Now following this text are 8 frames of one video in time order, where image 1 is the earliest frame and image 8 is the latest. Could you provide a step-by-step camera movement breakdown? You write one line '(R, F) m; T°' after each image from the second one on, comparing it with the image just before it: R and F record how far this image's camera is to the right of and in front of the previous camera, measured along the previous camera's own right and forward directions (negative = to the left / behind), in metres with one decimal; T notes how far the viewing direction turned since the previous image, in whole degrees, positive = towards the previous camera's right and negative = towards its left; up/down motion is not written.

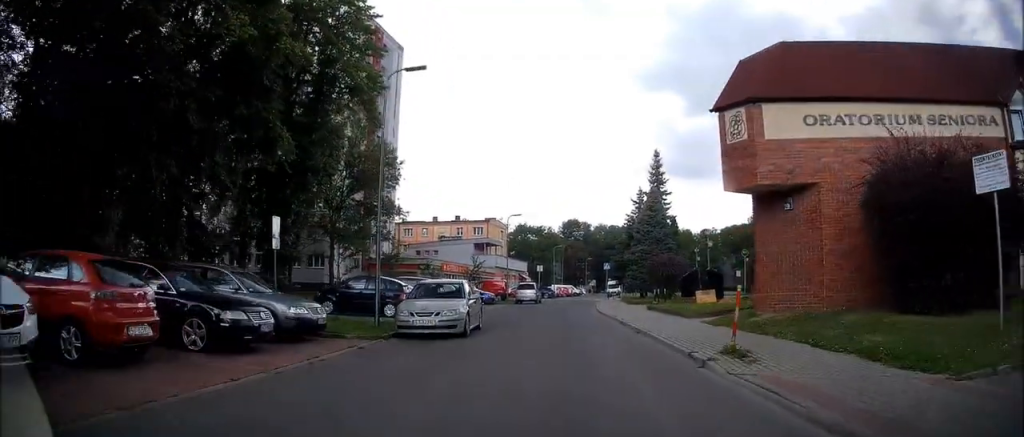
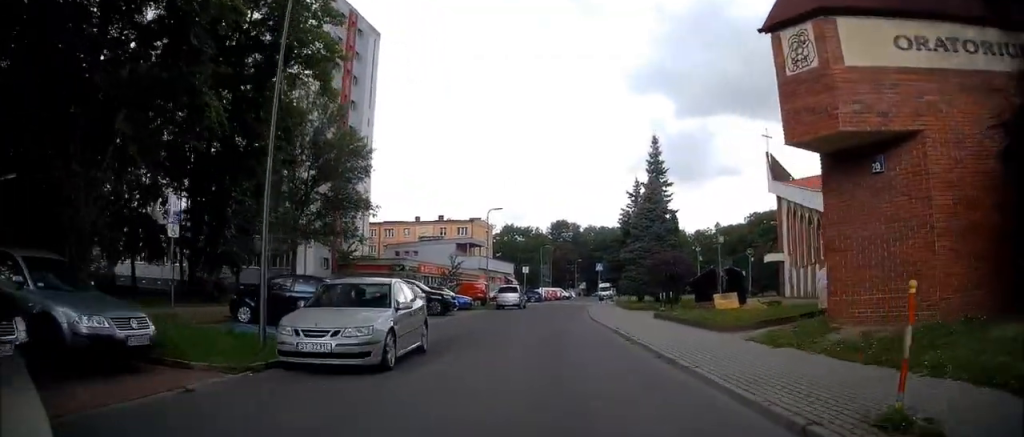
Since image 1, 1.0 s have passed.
(+0.2, +6.7) m; +1°
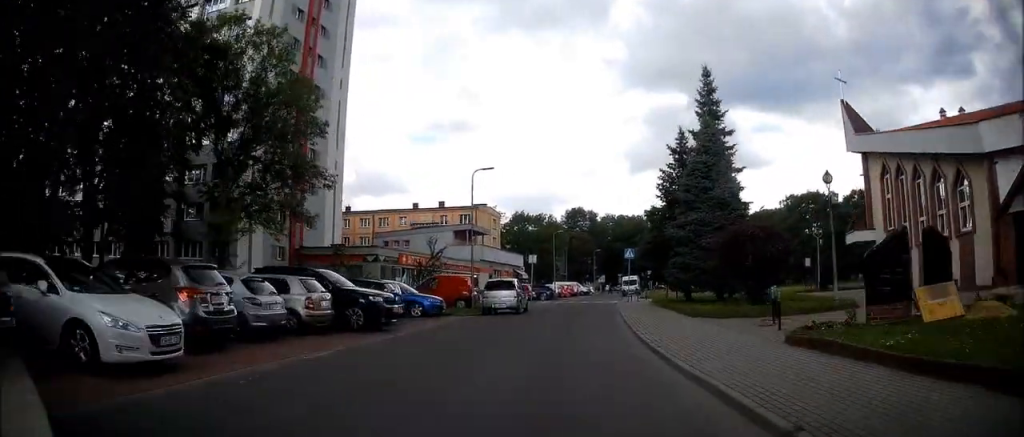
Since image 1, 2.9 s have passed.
(0.0, +15.8) m; +1°
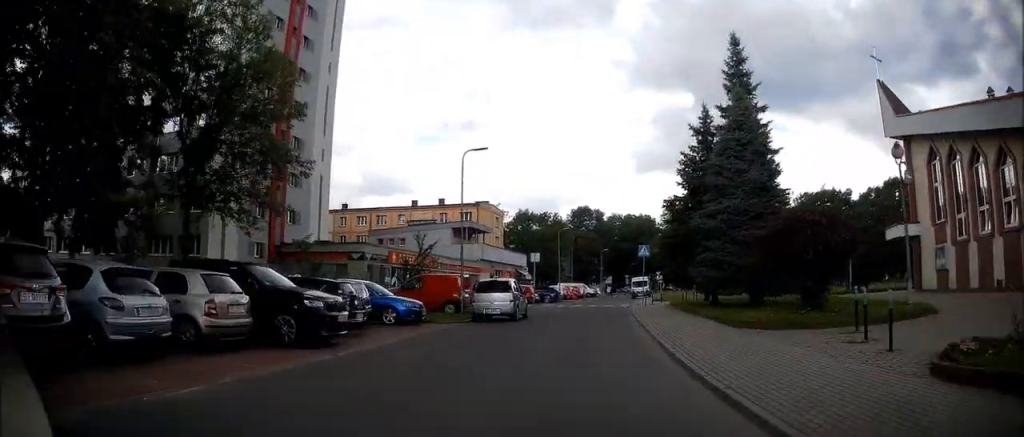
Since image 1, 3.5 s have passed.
(-0.1, +4.8) m; +1°
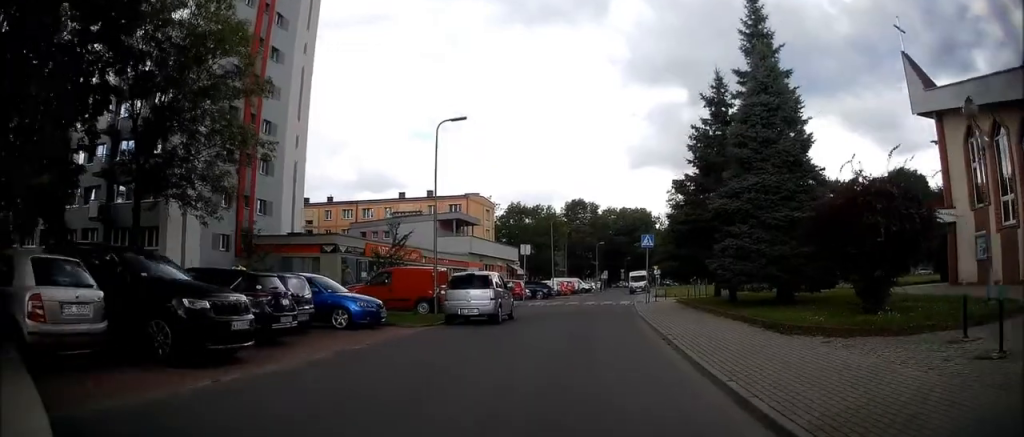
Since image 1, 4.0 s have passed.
(+0.1, +3.3) m; +1°
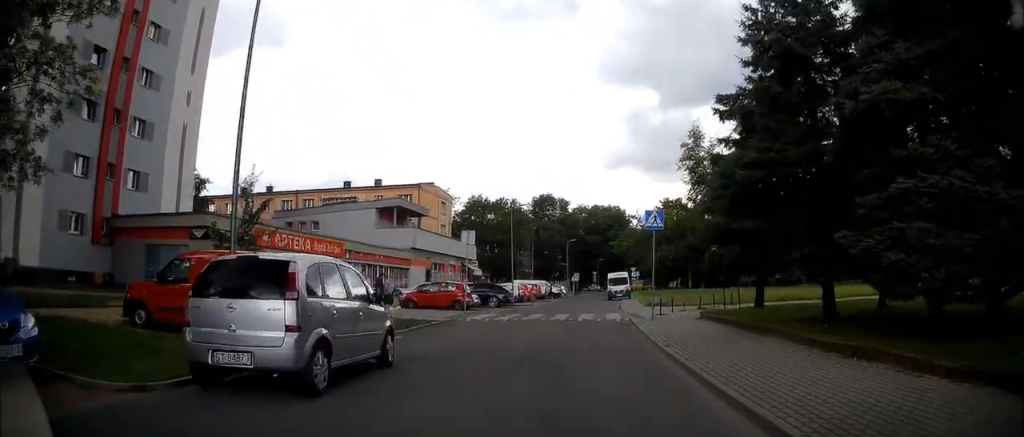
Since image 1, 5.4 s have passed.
(+0.2, +9.4) m; 0°
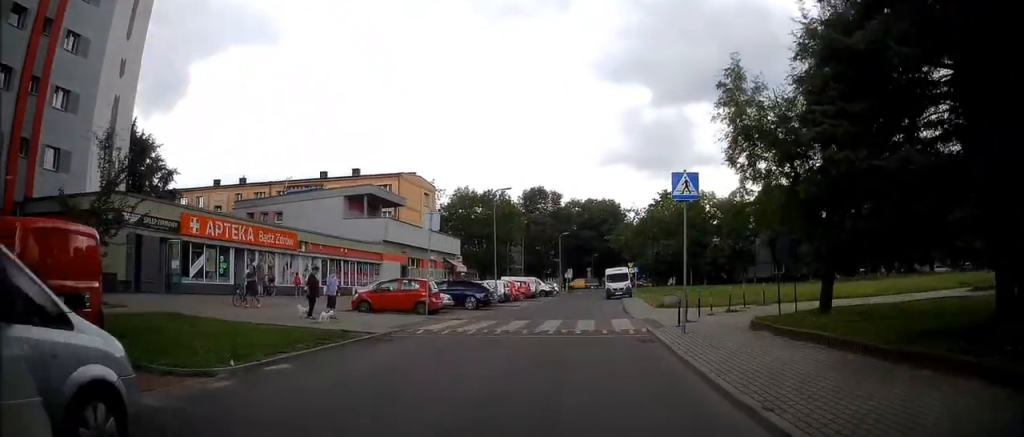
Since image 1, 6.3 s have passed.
(-0.2, +5.5) m; -1°
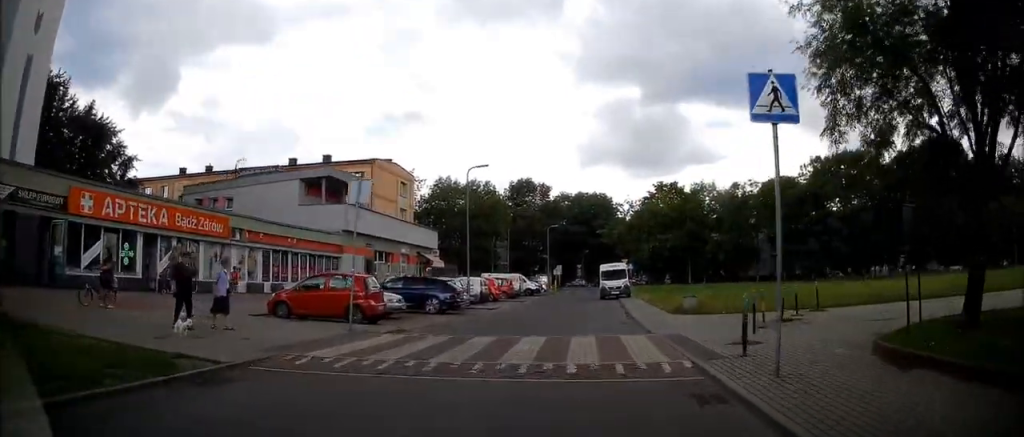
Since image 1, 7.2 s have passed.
(0.0, +6.3) m; +4°
